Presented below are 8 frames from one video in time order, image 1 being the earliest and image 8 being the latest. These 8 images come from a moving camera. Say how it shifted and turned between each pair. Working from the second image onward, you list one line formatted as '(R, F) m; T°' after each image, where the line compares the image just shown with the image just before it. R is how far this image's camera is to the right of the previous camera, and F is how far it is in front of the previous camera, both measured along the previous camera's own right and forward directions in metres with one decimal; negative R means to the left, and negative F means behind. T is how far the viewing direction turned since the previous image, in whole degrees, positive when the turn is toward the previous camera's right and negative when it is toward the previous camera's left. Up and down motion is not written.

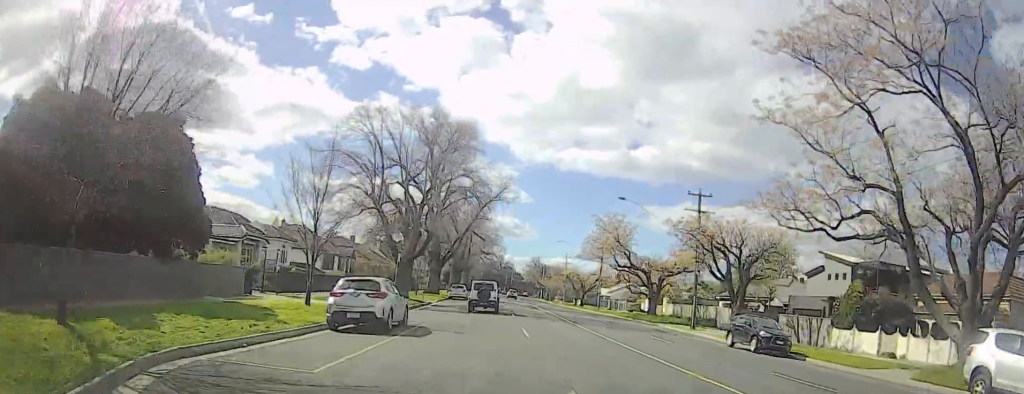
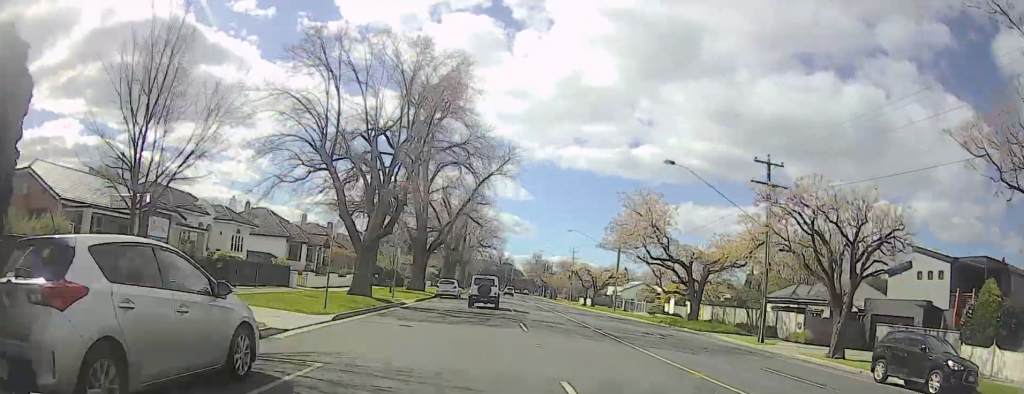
(0.0, +11.9) m; 0°
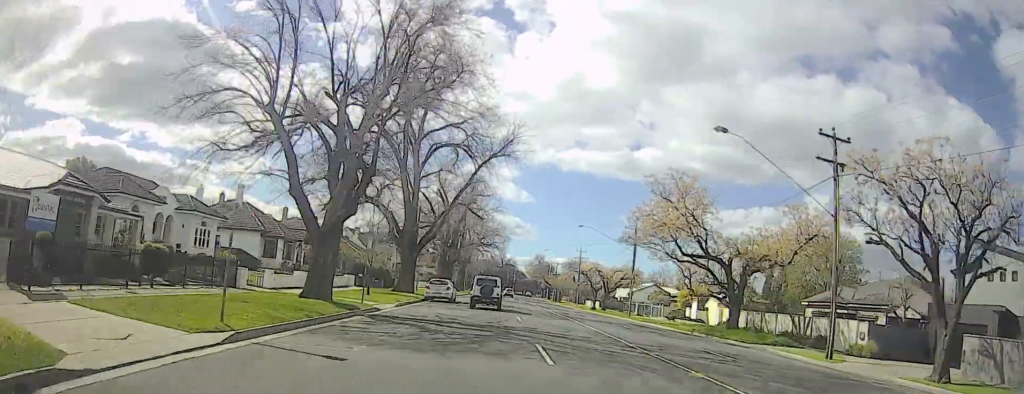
(0.0, +7.2) m; 0°
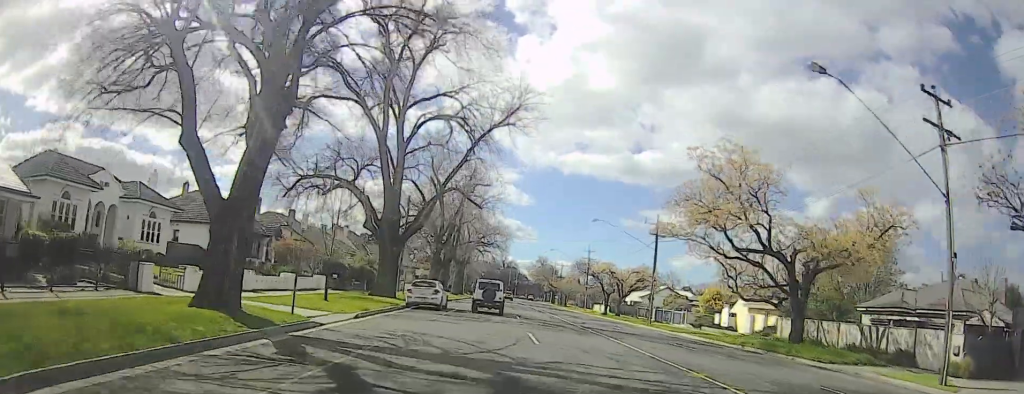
(0.0, +8.2) m; 0°
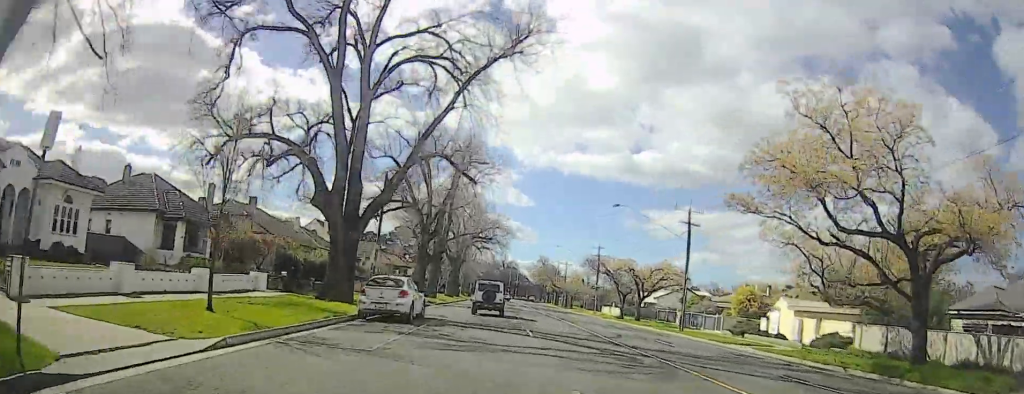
(-0.1, +10.1) m; -1°
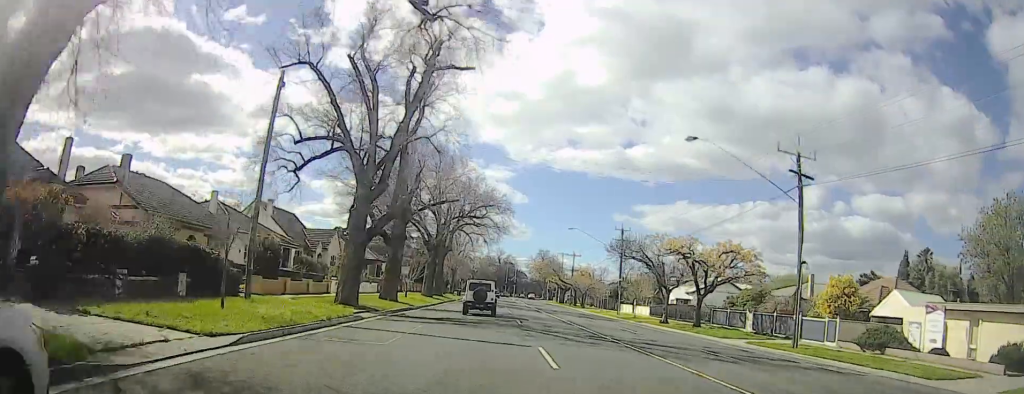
(-0.2, +21.1) m; -1°
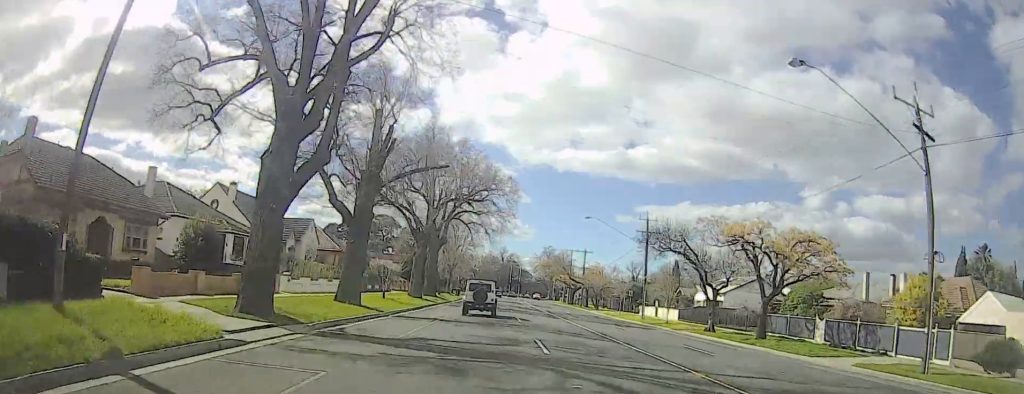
(0.0, +11.5) m; +1°
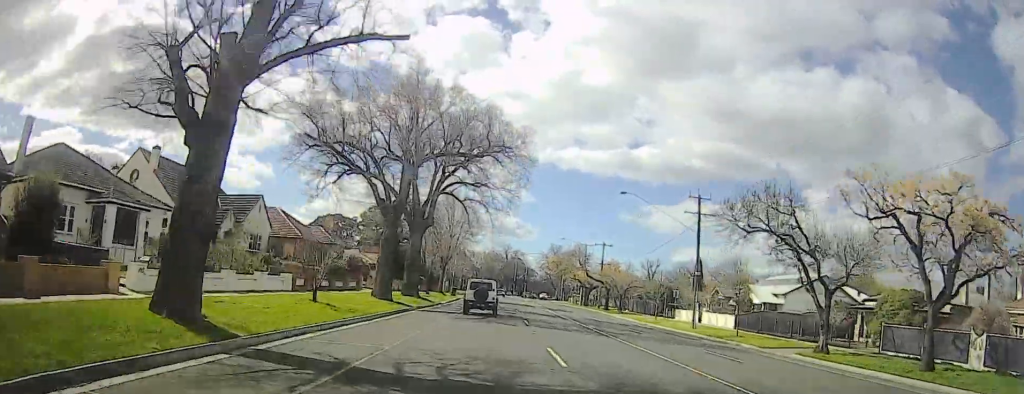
(+0.3, +15.7) m; +1°
